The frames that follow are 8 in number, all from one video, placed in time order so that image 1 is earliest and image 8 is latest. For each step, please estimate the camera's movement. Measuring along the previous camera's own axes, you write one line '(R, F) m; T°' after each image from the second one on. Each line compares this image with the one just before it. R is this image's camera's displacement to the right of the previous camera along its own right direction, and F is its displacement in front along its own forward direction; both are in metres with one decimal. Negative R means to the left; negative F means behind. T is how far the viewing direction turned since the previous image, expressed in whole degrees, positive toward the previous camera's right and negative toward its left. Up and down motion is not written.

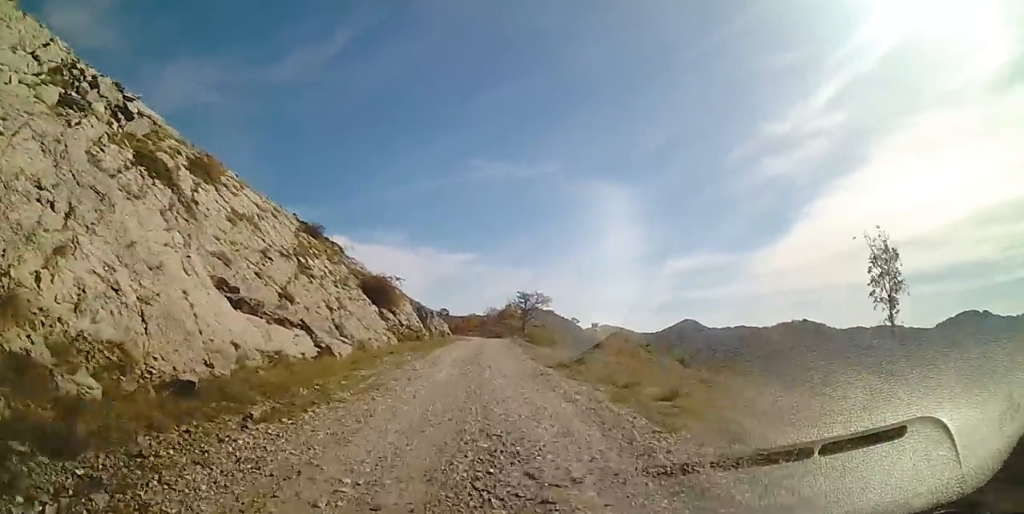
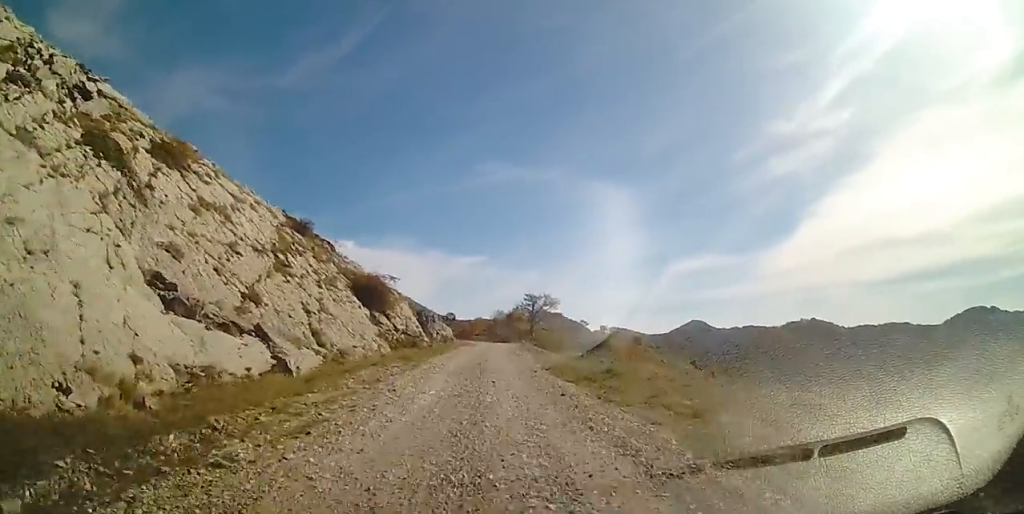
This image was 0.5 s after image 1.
(+0.1, +3.9) m; 0°
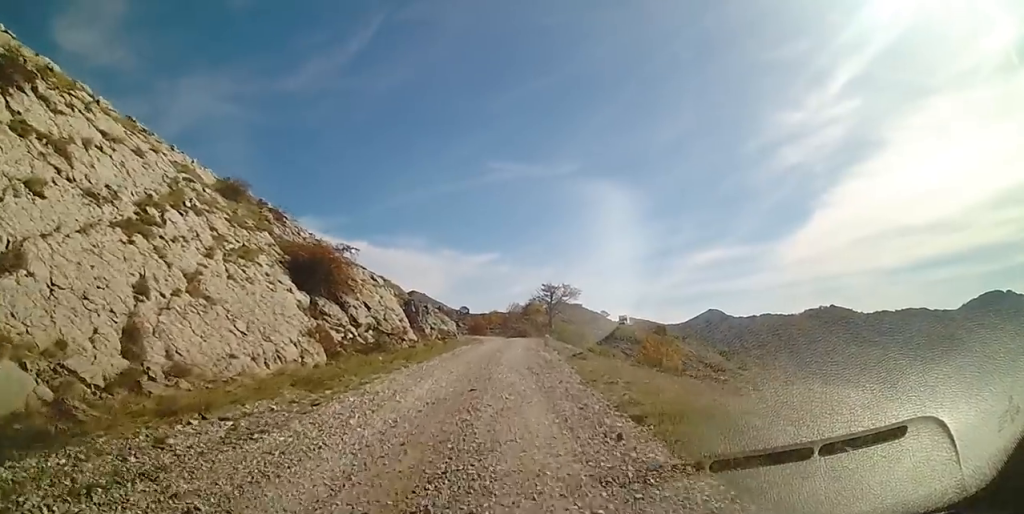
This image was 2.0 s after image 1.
(-0.1, +11.9) m; 0°
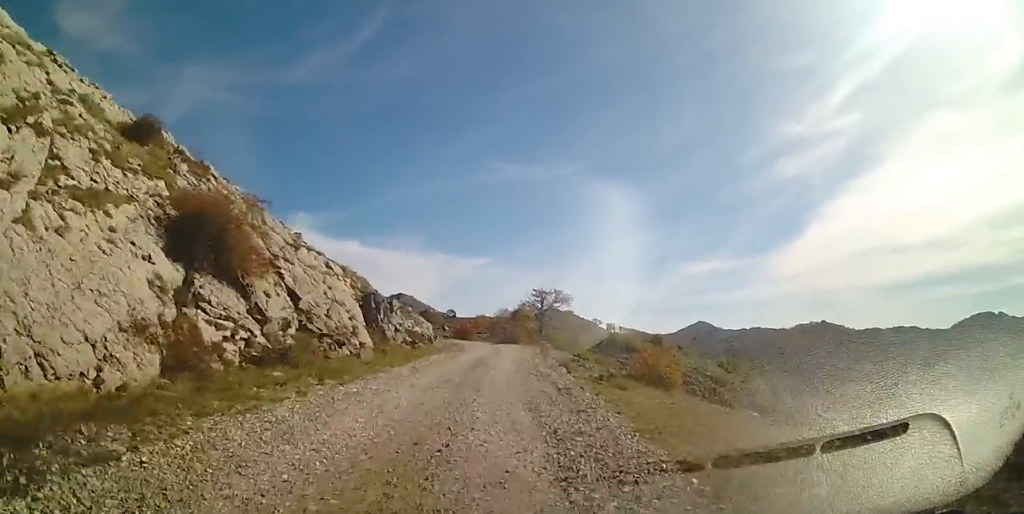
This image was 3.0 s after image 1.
(+0.1, +7.9) m; 0°
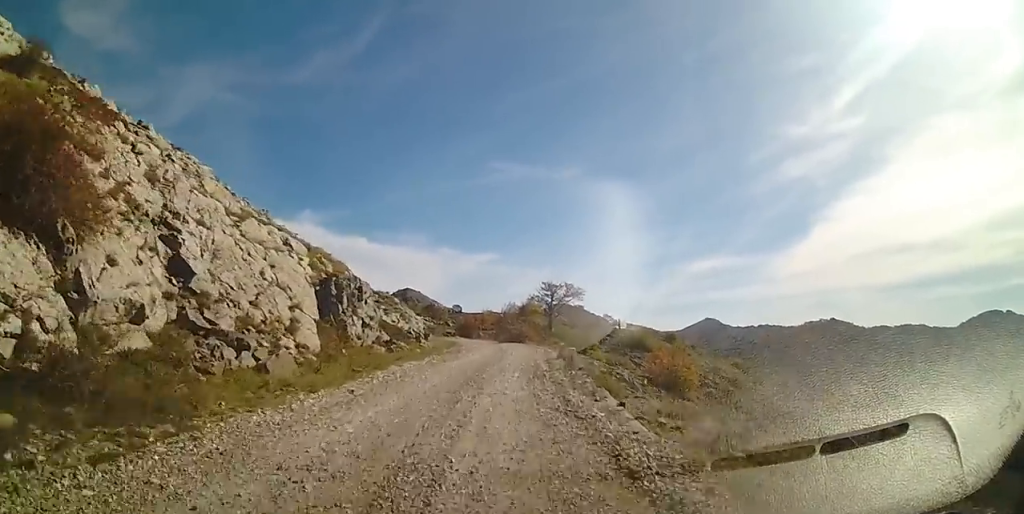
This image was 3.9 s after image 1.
(0.0, +7.1) m; 0°
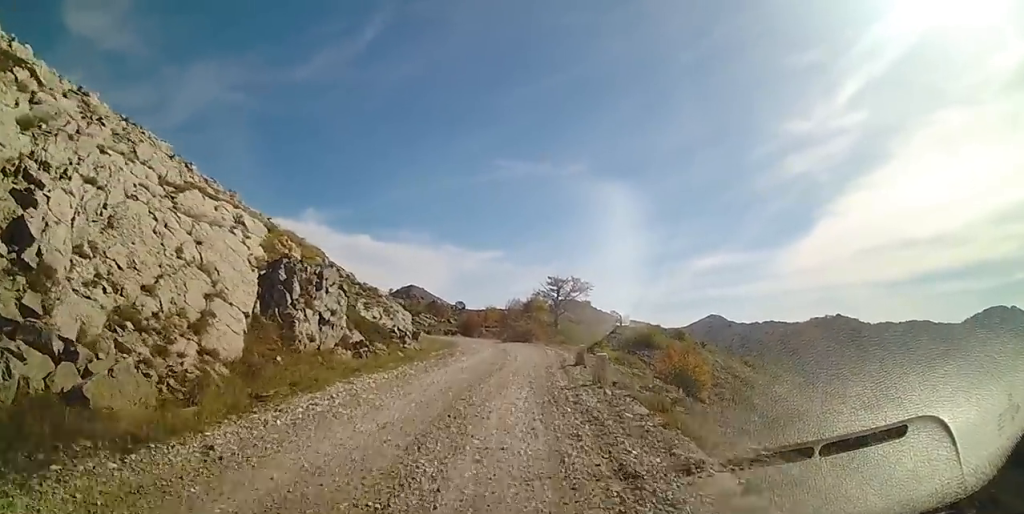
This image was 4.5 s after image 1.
(0.0, +5.0) m; 0°
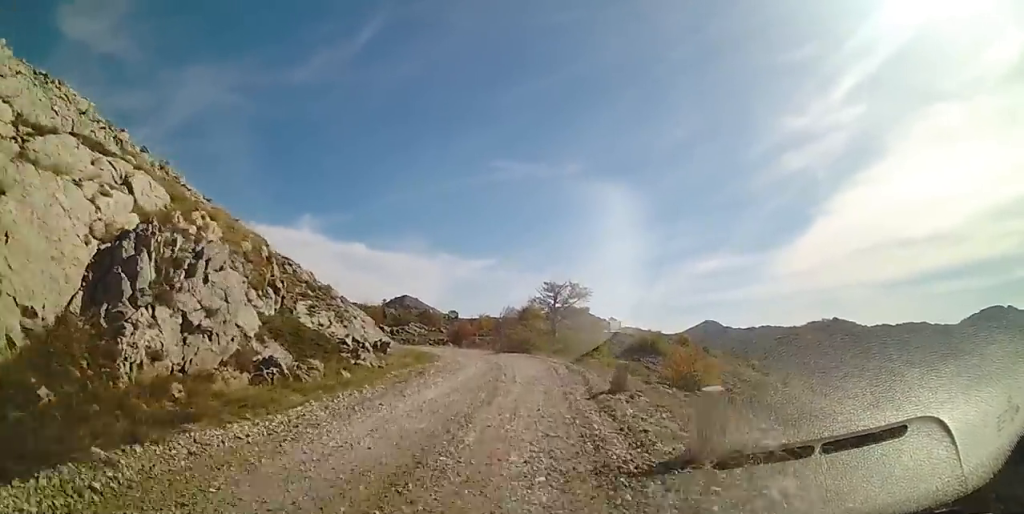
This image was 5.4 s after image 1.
(0.0, +6.6) m; +1°
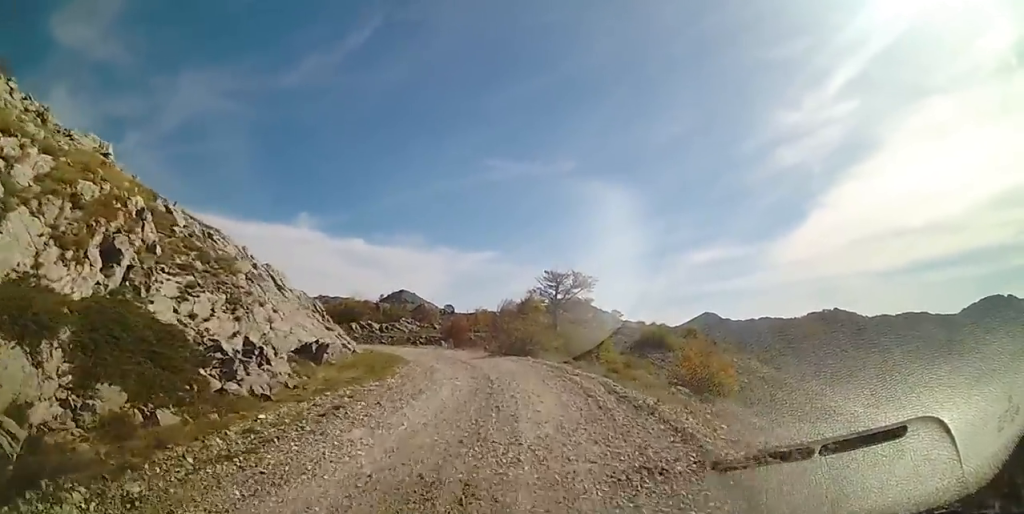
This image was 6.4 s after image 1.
(+0.1, +7.7) m; +1°
